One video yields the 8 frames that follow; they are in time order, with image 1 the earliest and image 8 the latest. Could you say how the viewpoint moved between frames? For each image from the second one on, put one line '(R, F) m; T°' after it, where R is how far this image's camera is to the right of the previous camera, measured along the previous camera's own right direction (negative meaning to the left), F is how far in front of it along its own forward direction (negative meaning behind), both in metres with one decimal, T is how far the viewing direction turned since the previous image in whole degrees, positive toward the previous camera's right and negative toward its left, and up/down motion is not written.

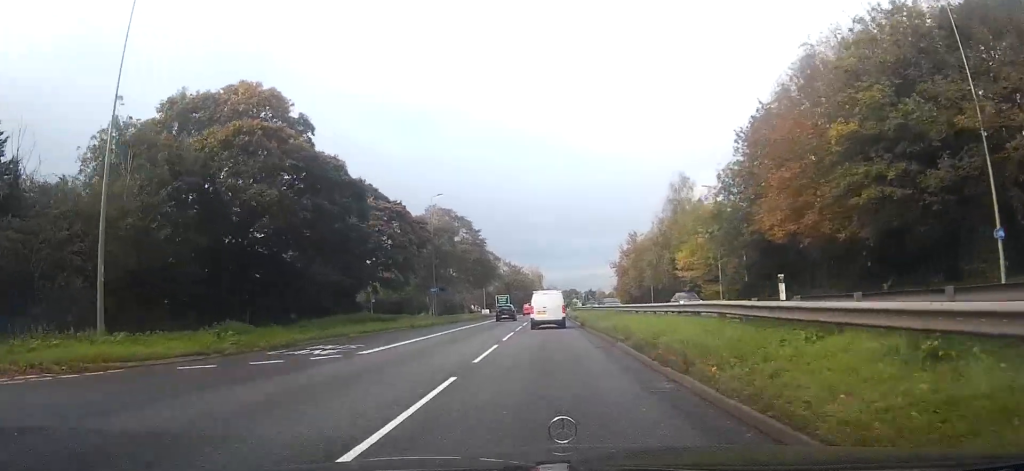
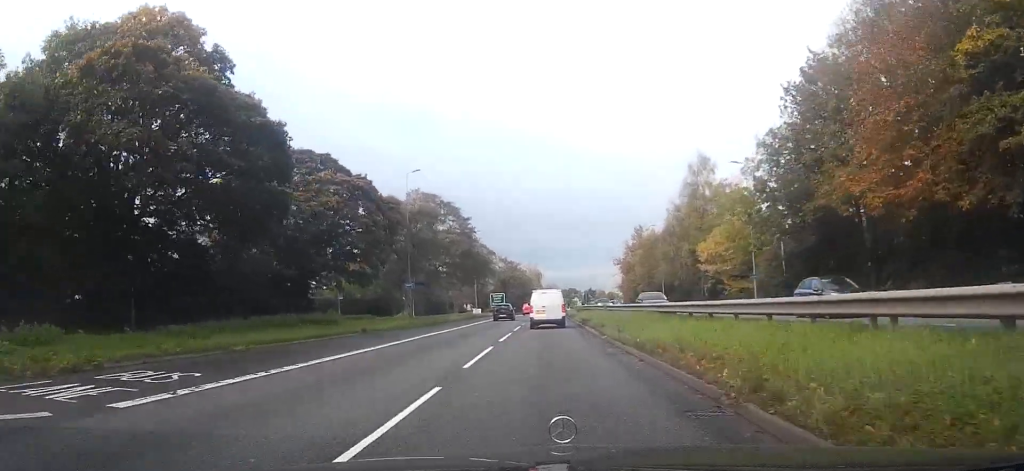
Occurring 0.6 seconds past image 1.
(0.0, +10.9) m; 0°
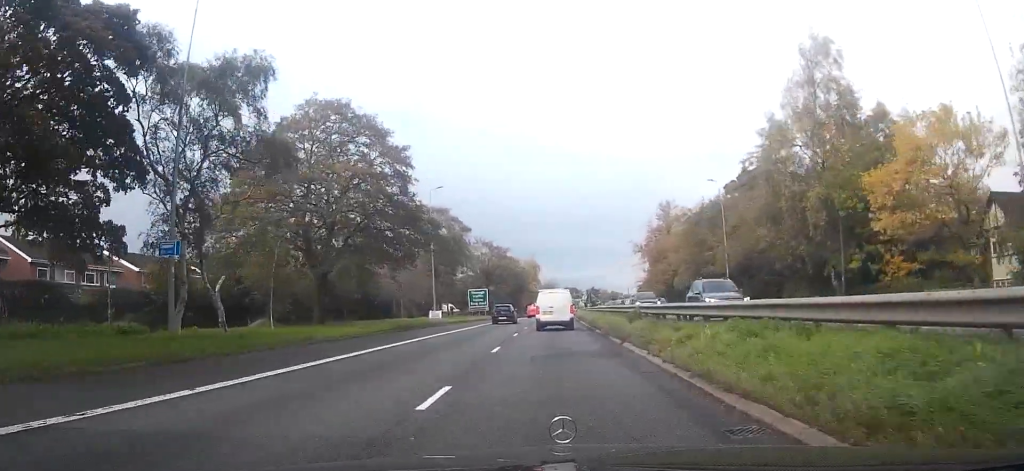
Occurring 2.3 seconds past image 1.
(+0.5, +33.5) m; +2°
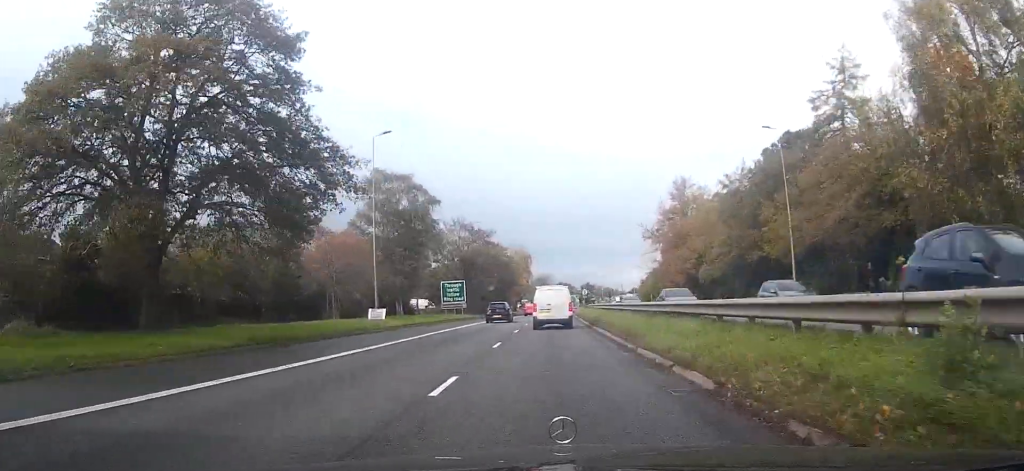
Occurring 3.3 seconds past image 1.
(0.0, +17.7) m; -1°
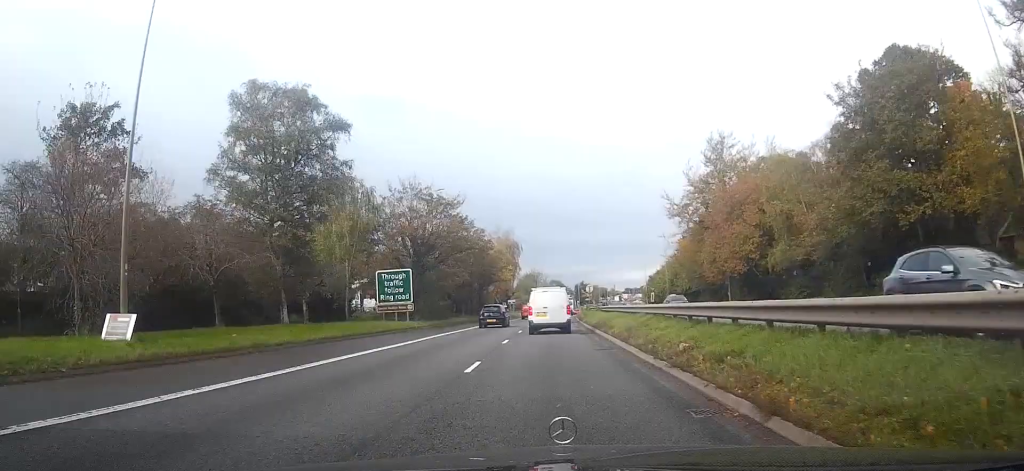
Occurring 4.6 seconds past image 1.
(-0.3, +24.4) m; 0°
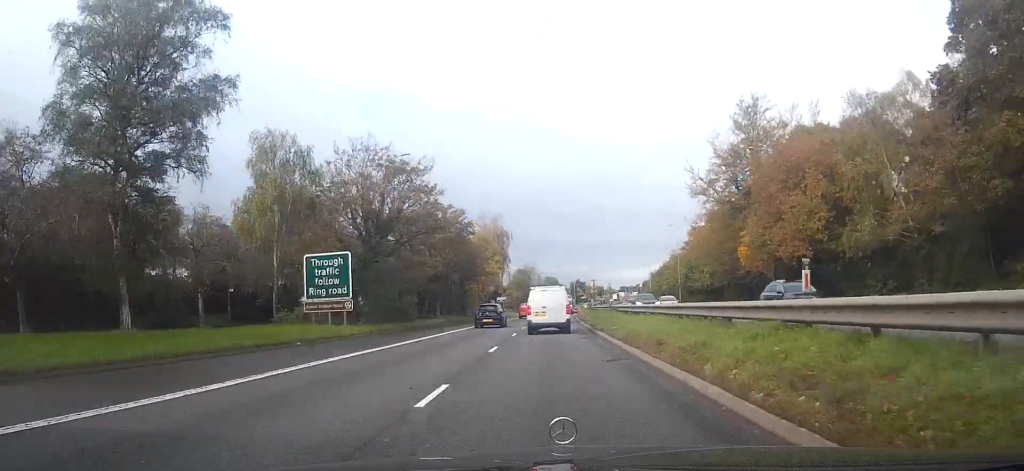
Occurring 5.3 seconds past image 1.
(+0.2, +13.5) m; +1°
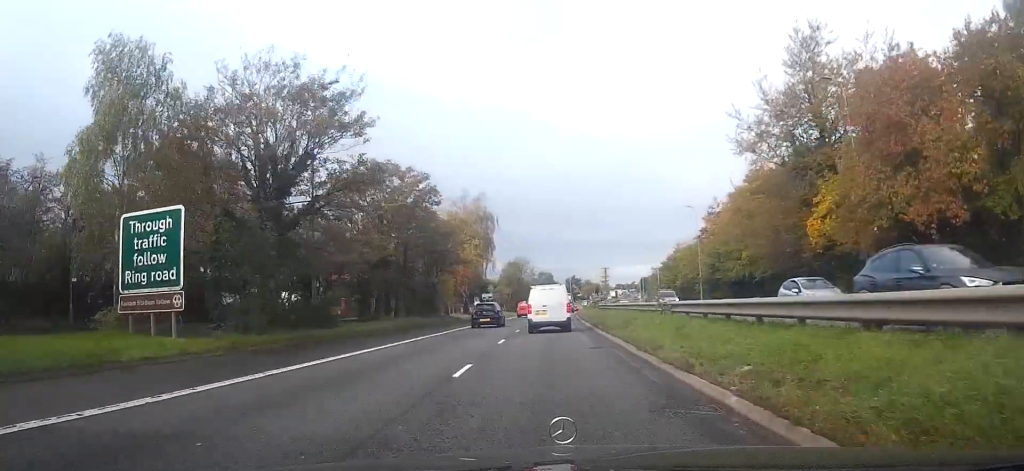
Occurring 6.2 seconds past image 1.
(0.0, +15.6) m; 0°
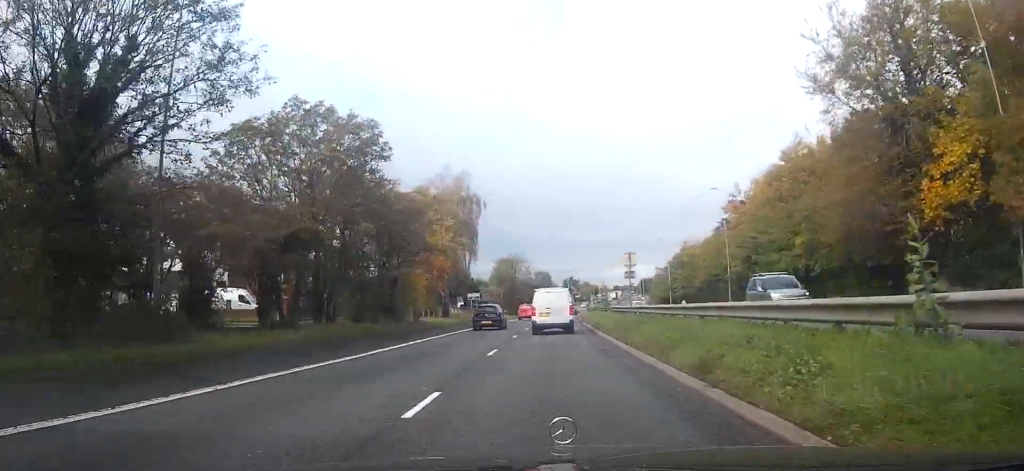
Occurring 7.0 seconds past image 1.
(0.0, +12.8) m; 0°
